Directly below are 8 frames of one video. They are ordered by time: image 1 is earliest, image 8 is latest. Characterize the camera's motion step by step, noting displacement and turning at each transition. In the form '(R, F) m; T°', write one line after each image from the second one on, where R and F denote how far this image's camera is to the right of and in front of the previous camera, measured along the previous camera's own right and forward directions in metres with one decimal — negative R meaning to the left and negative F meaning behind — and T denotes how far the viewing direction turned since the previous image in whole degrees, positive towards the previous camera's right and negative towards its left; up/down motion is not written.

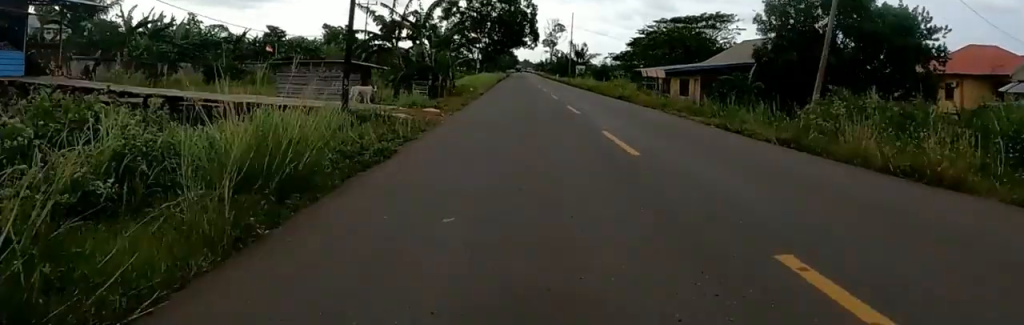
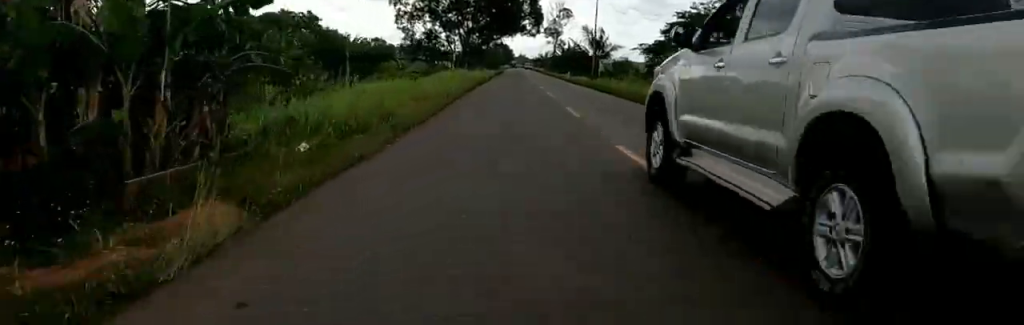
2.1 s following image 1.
(+1.8, +27.7) m; +6°
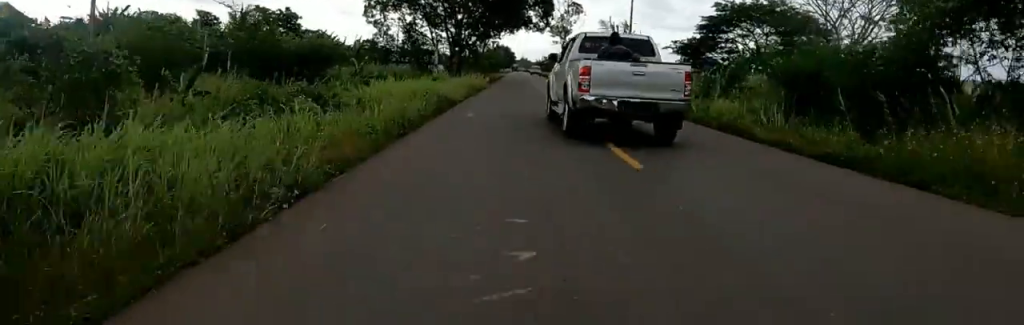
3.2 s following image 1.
(+0.2, +13.8) m; -1°
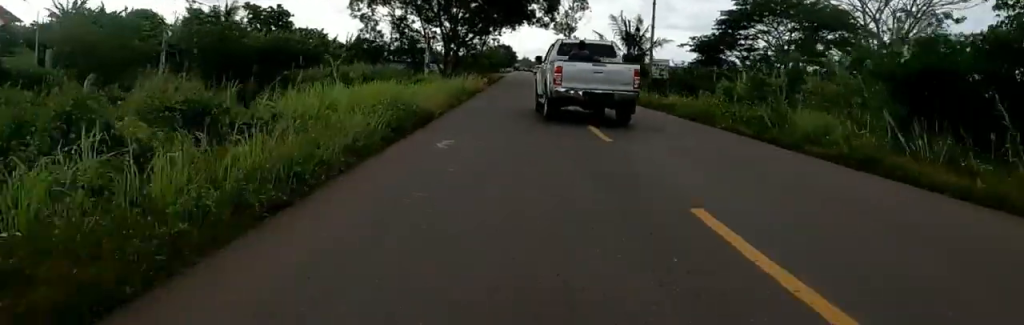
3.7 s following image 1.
(0.0, +5.4) m; -1°
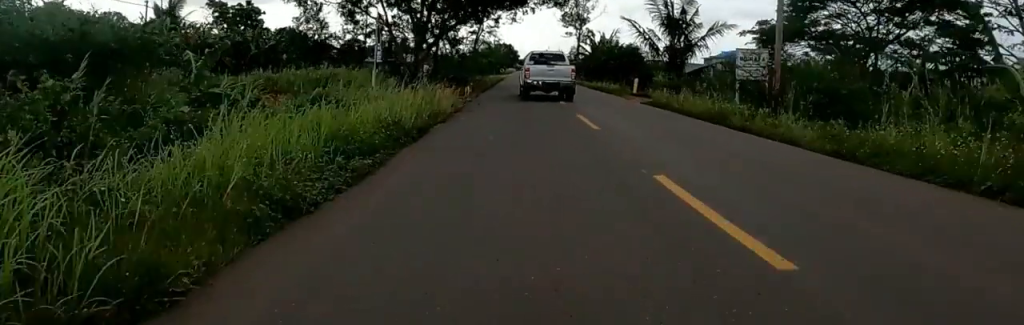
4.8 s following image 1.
(-0.5, +14.0) m; -5°
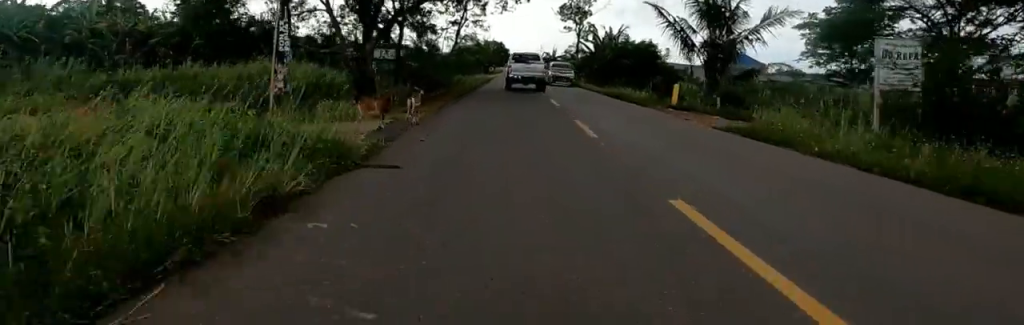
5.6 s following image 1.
(+0.4, +8.9) m; -7°
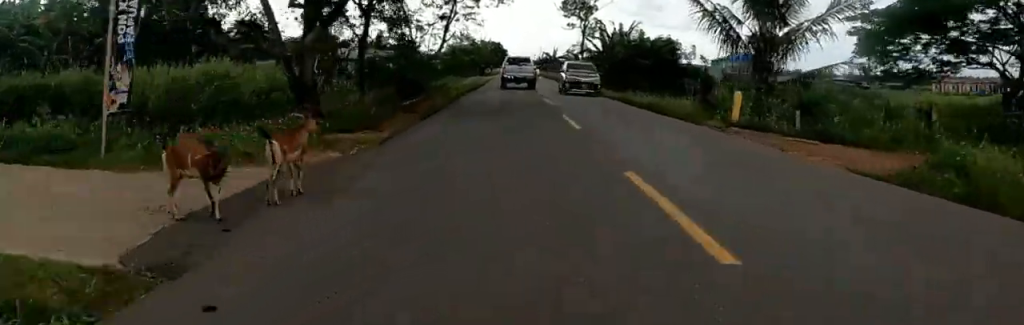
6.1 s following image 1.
(-1.1, +5.8) m; +3°
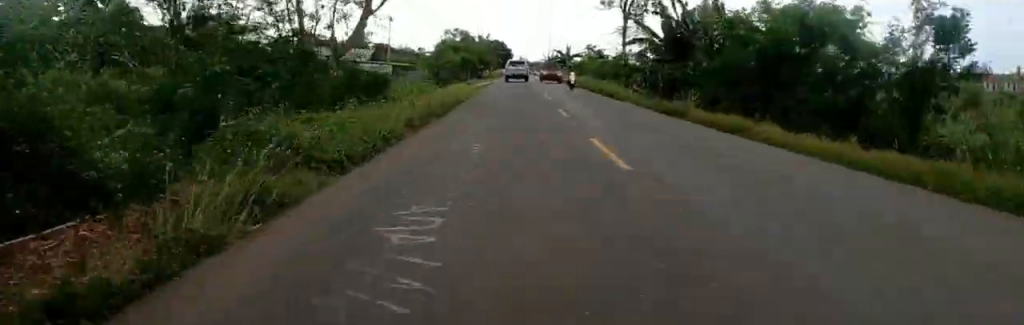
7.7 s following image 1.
(+3.0, +19.4) m; +16°
